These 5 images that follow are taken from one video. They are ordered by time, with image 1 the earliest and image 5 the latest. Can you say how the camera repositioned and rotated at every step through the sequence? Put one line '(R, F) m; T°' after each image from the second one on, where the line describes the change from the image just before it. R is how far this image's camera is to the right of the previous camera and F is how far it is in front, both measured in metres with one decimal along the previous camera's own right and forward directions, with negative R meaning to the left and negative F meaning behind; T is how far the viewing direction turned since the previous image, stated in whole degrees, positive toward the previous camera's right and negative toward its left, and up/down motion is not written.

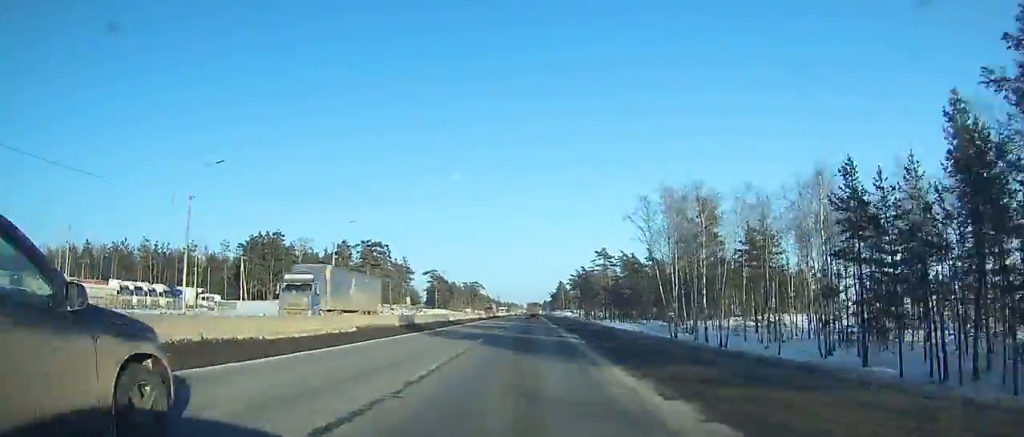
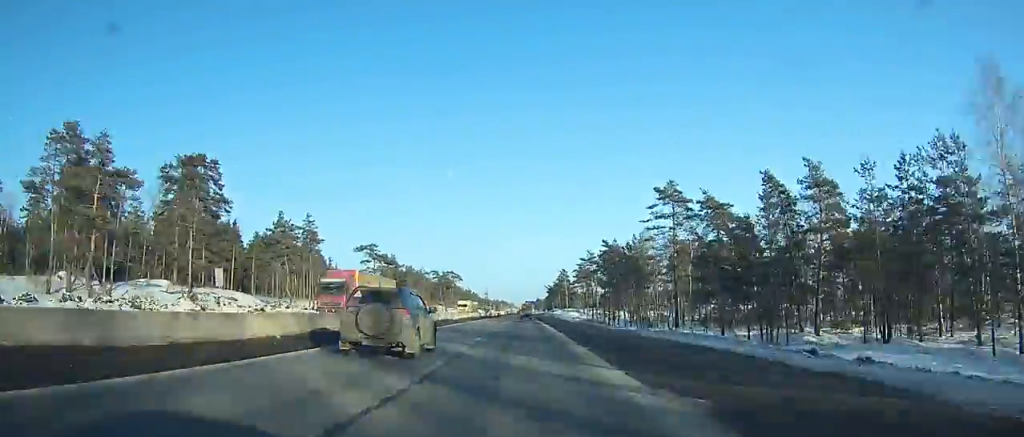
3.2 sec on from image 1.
(-0.3, +71.9) m; 0°
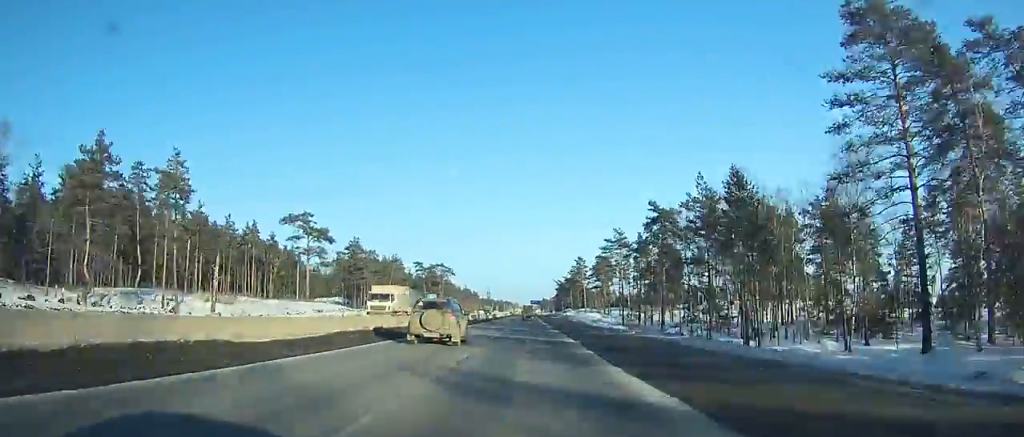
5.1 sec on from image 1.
(-0.1, +41.6) m; 0°
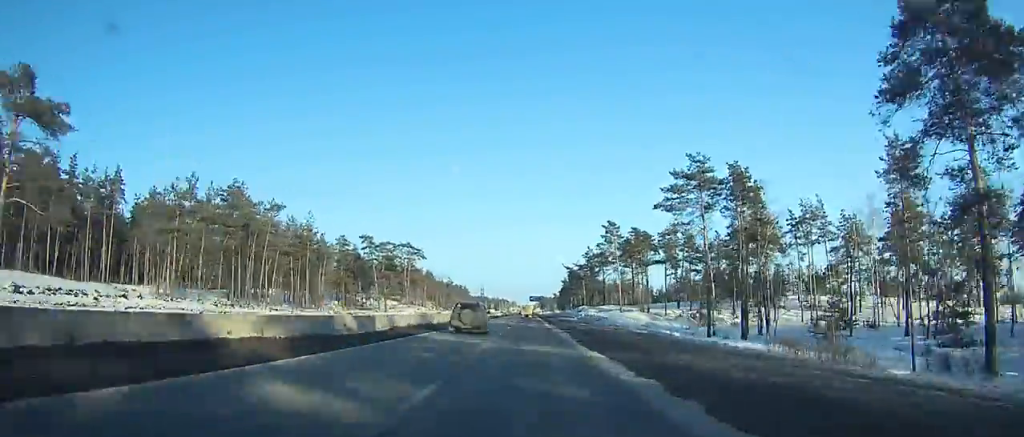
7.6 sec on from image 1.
(0.0, +55.1) m; 0°
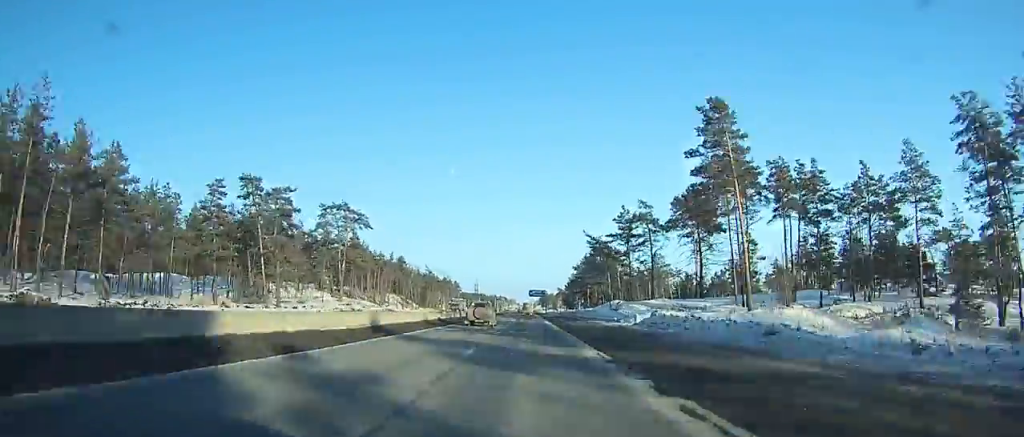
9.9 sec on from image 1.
(+0.2, +52.5) m; 0°
